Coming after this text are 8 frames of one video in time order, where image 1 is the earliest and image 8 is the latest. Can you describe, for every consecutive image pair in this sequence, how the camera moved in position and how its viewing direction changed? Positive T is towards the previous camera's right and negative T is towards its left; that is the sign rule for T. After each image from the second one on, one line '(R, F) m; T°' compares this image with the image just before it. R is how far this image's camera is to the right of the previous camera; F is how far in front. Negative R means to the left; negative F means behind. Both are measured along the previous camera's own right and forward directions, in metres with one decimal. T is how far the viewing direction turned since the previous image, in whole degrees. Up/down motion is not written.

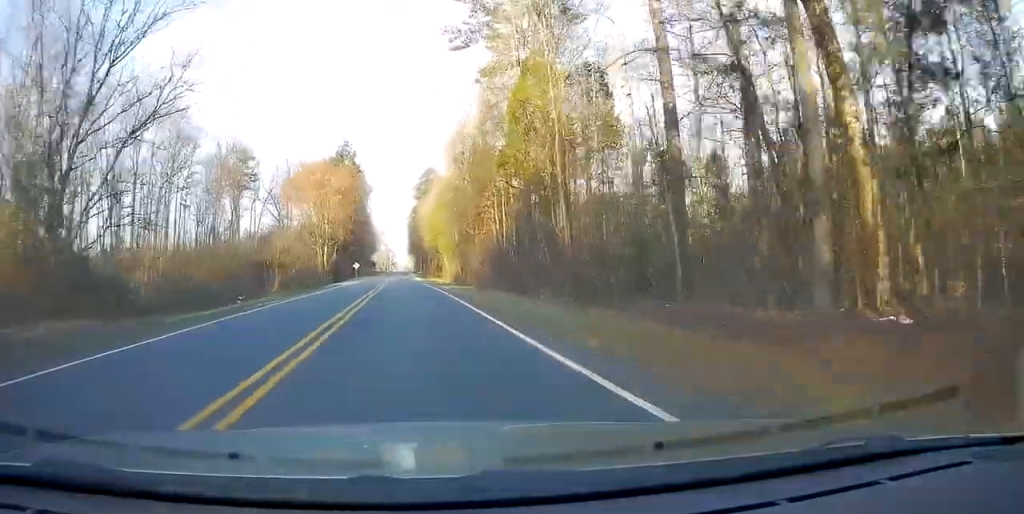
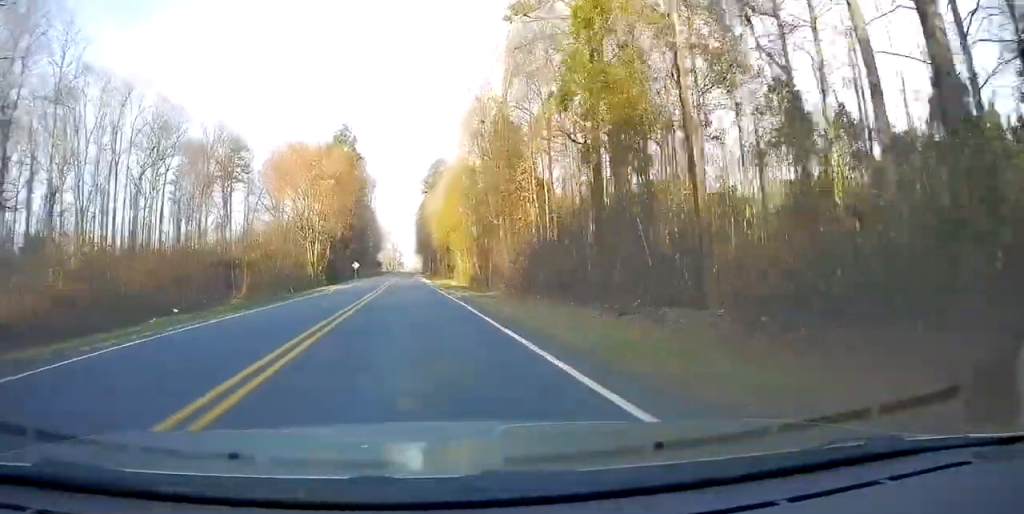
(+0.5, +12.4) m; -1°
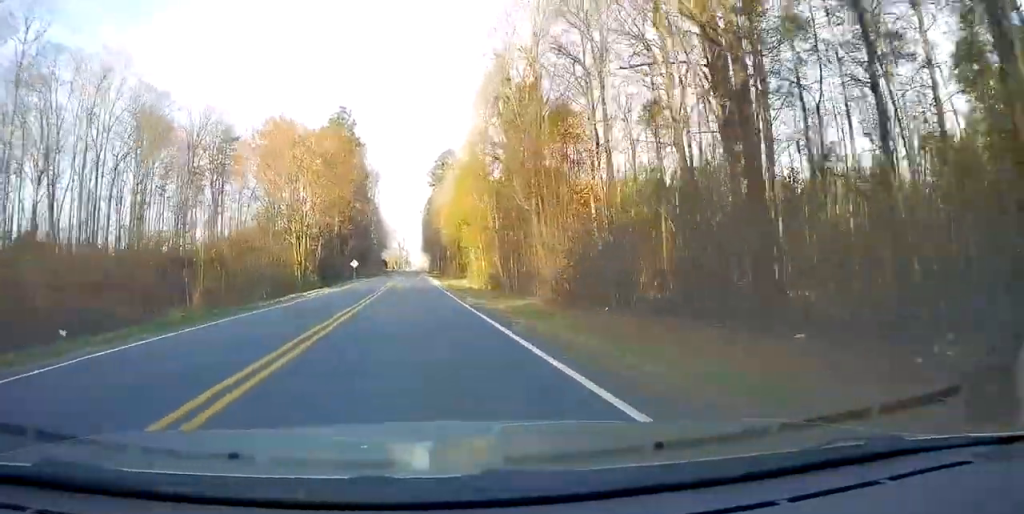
(-0.7, +10.5) m; -2°
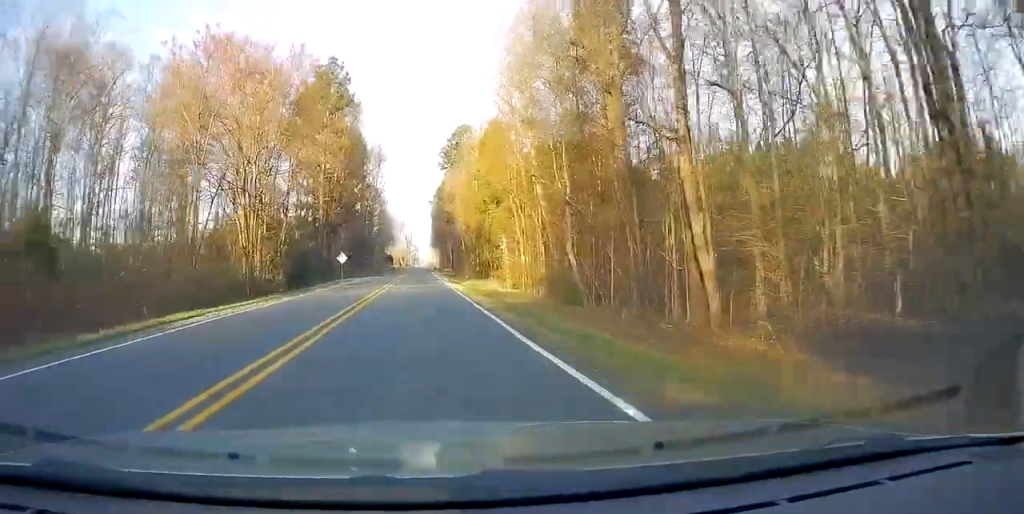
(-0.6, +19.2) m; +1°
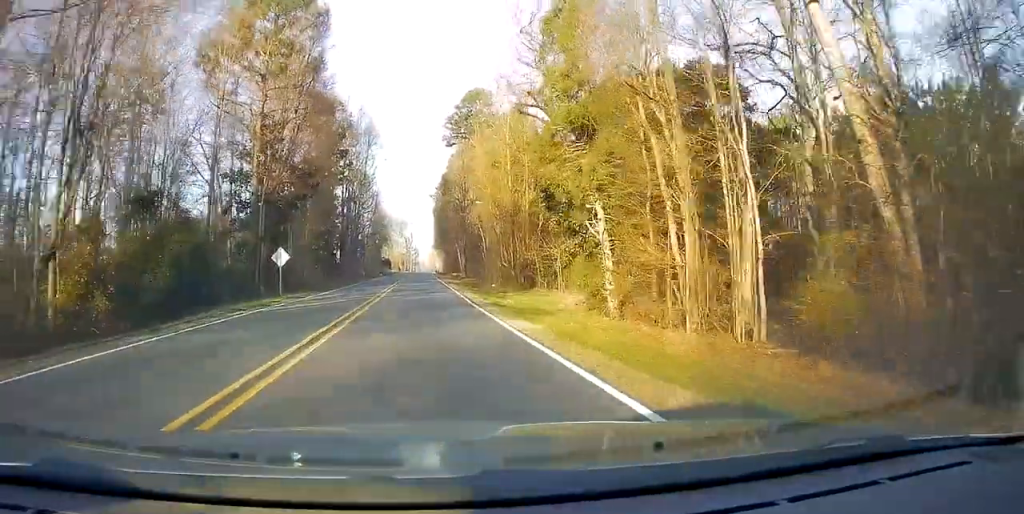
(+1.6, +25.7) m; +2°
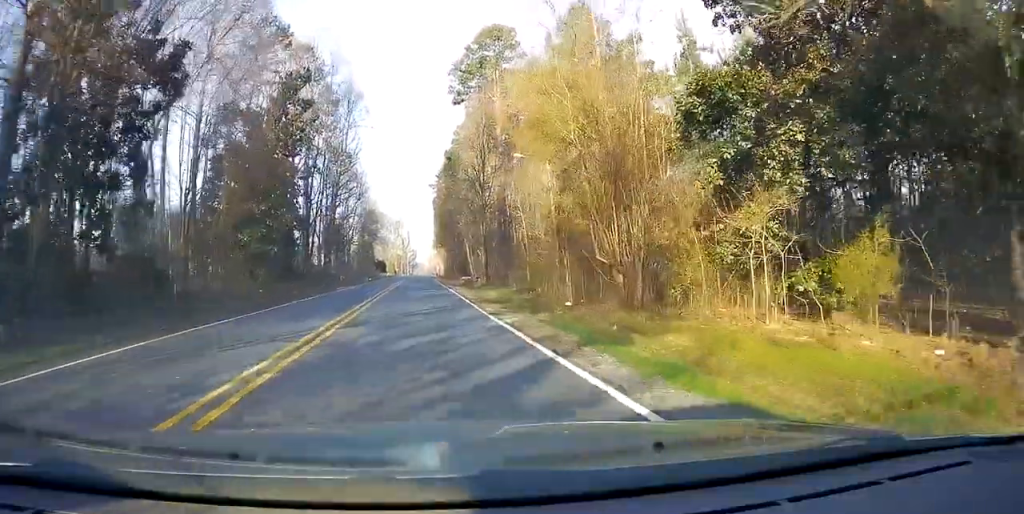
(-1.0, +23.9) m; -7°
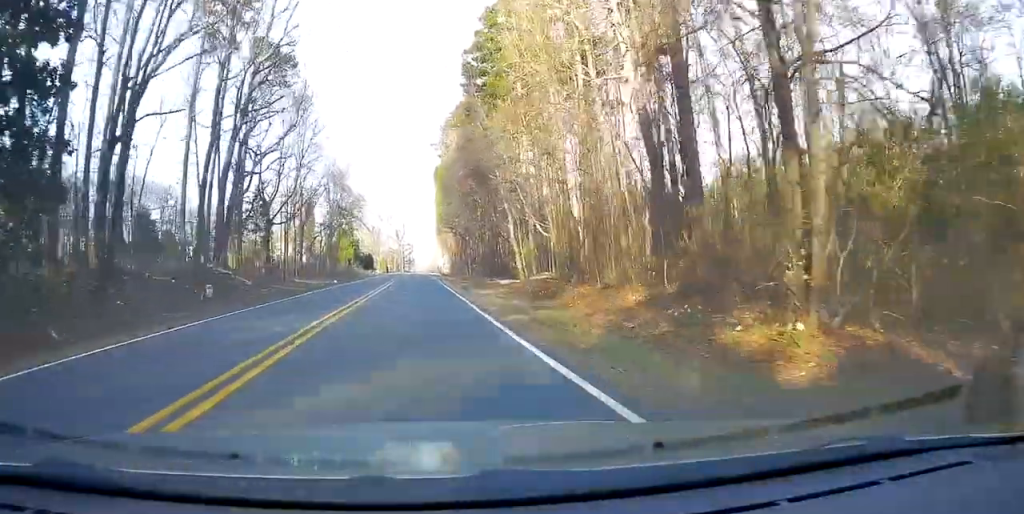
(-1.1, +41.2) m; +2°
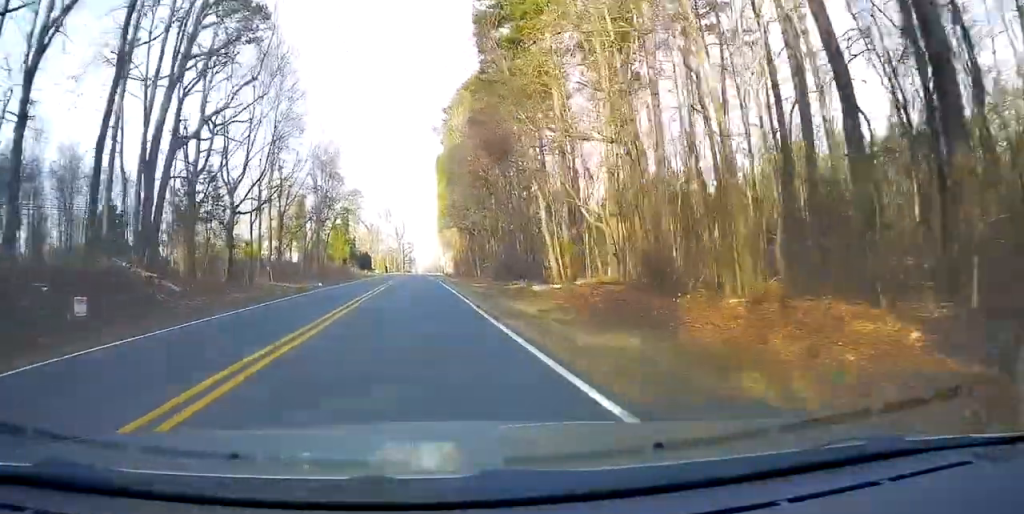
(0.0, +10.7) m; 0°
